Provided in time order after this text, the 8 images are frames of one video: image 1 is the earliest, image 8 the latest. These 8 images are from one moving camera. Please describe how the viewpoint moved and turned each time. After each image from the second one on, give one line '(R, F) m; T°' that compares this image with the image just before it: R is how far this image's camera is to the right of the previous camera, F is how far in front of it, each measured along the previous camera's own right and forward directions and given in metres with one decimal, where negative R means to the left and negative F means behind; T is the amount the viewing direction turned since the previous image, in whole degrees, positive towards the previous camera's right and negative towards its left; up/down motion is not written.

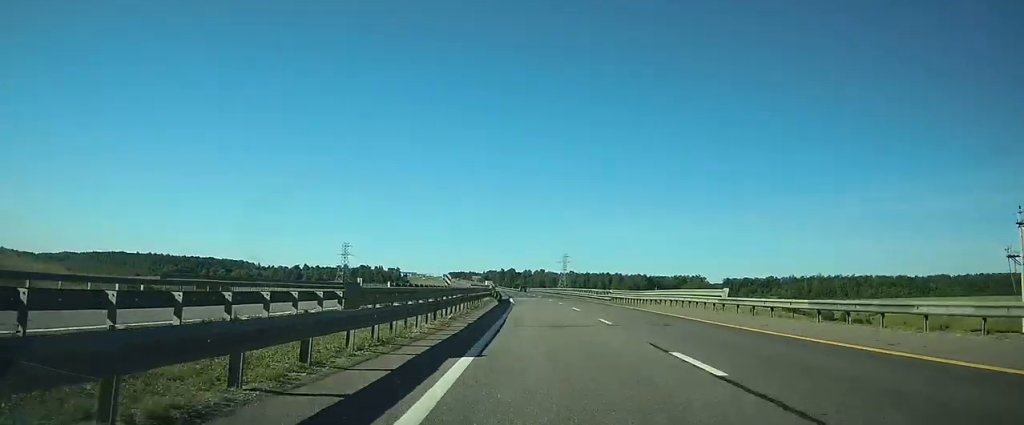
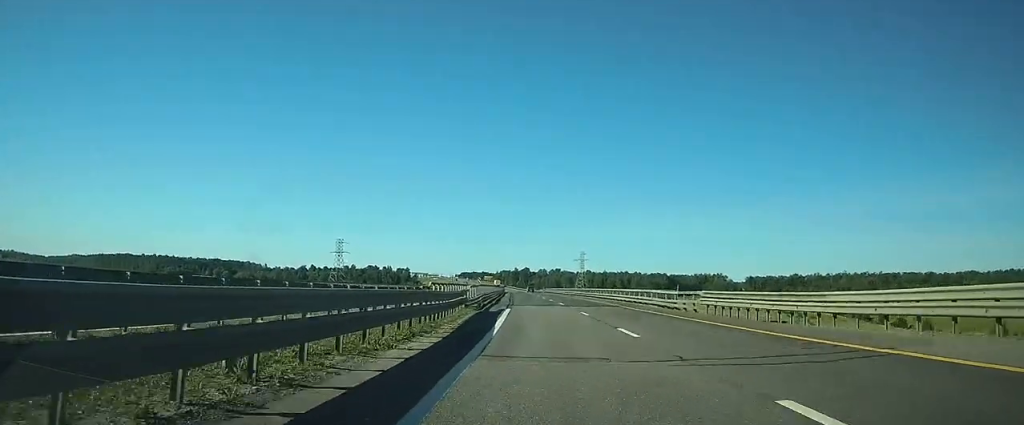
(-0.1, +29.4) m; 0°
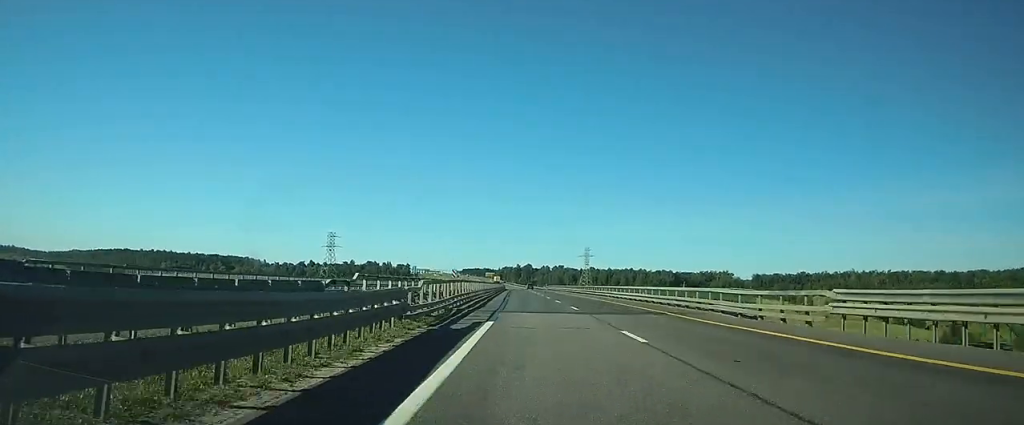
(-0.1, +14.0) m; 0°
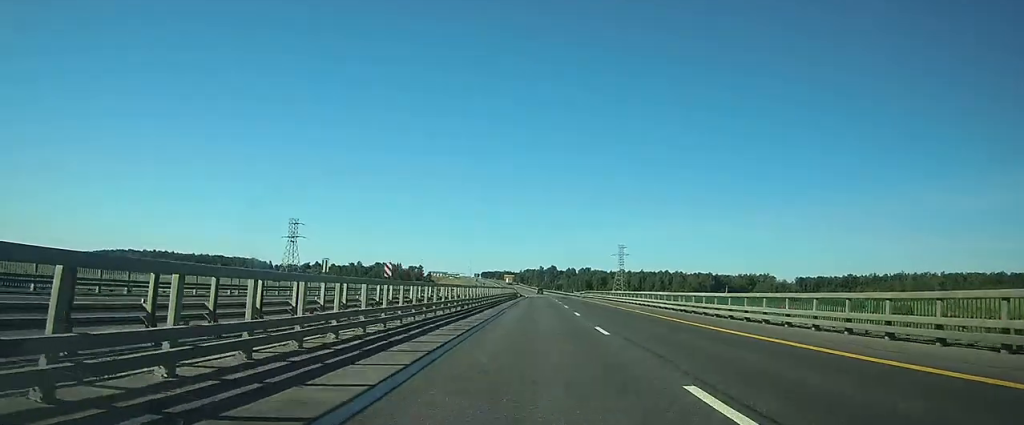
(-1.4, +60.7) m; -3°
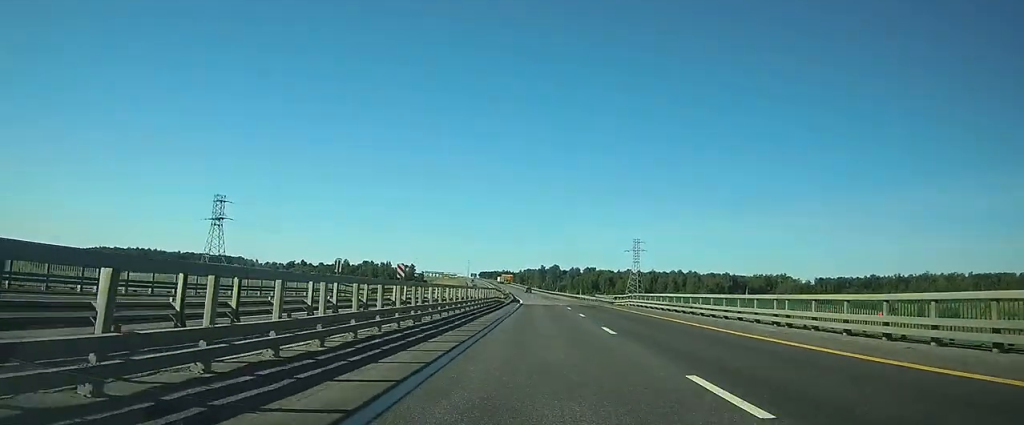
(-0.7, +46.8) m; -1°
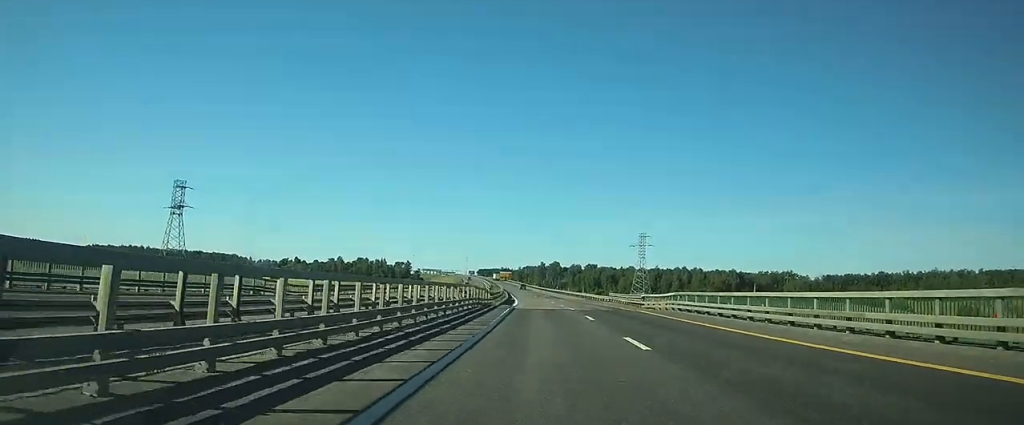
(0.0, +17.0) m; 0°
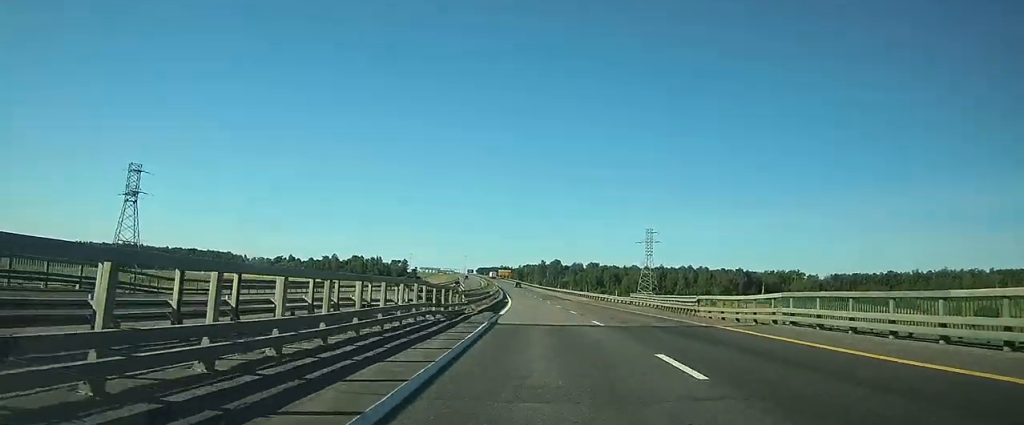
(0.0, +16.0) m; 0°
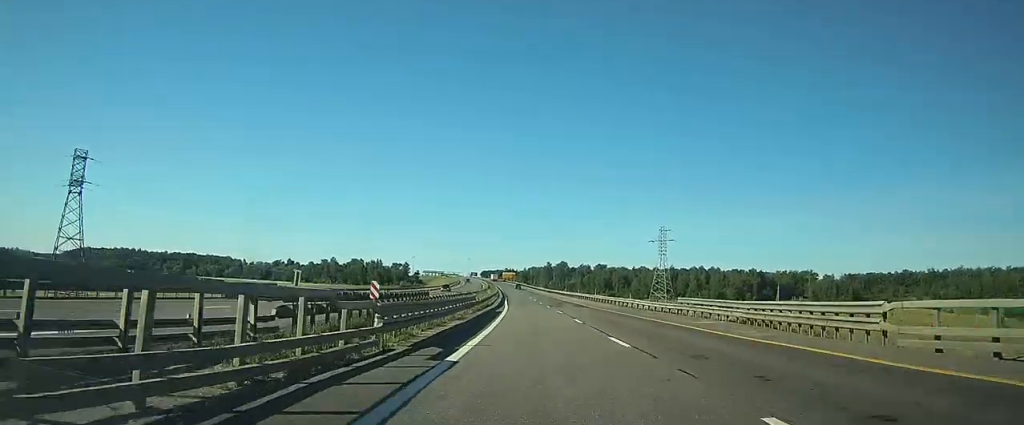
(0.0, +17.0) m; 0°
